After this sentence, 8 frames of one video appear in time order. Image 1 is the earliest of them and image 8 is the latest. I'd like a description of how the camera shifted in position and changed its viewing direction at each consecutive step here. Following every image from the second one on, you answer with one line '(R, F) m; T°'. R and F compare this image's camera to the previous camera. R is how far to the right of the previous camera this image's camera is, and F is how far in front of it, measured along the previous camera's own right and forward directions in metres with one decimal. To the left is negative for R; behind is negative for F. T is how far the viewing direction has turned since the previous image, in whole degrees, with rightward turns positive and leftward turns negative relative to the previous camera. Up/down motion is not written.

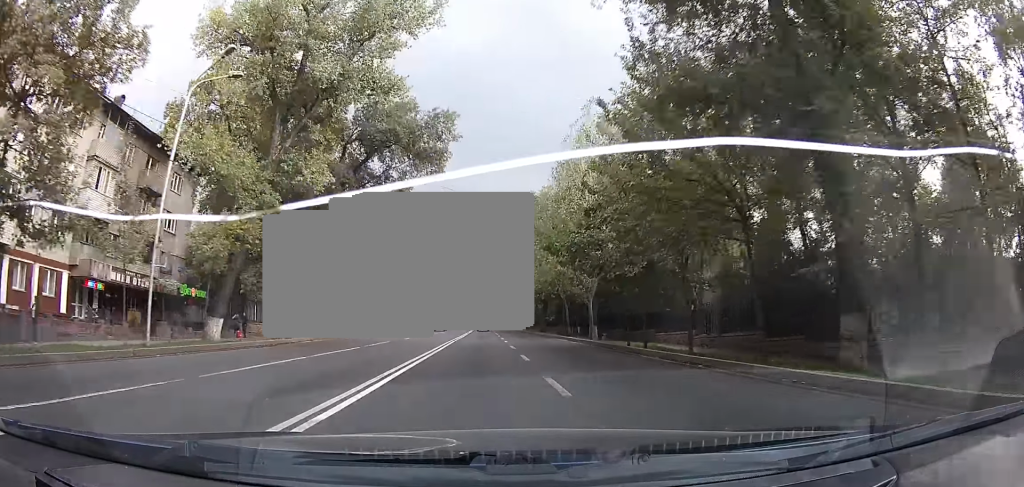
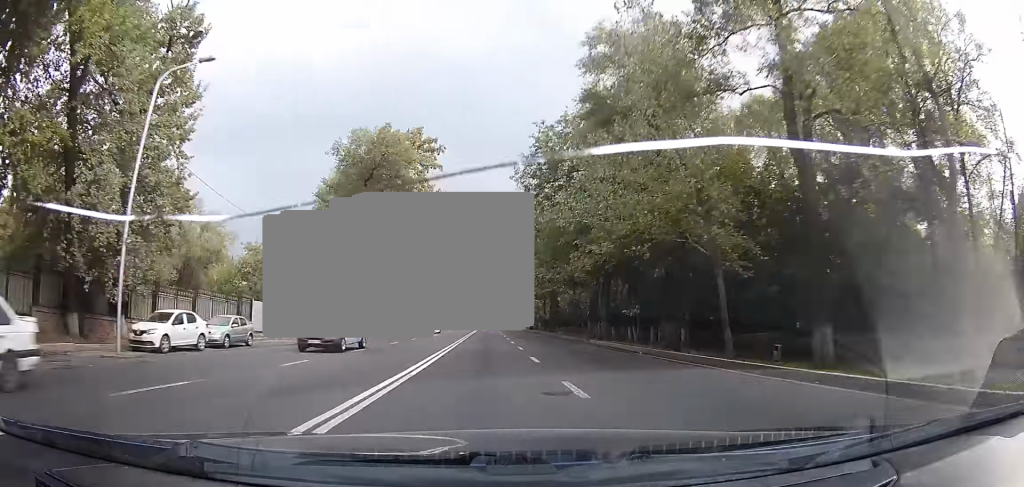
(-0.2, +32.1) m; 0°
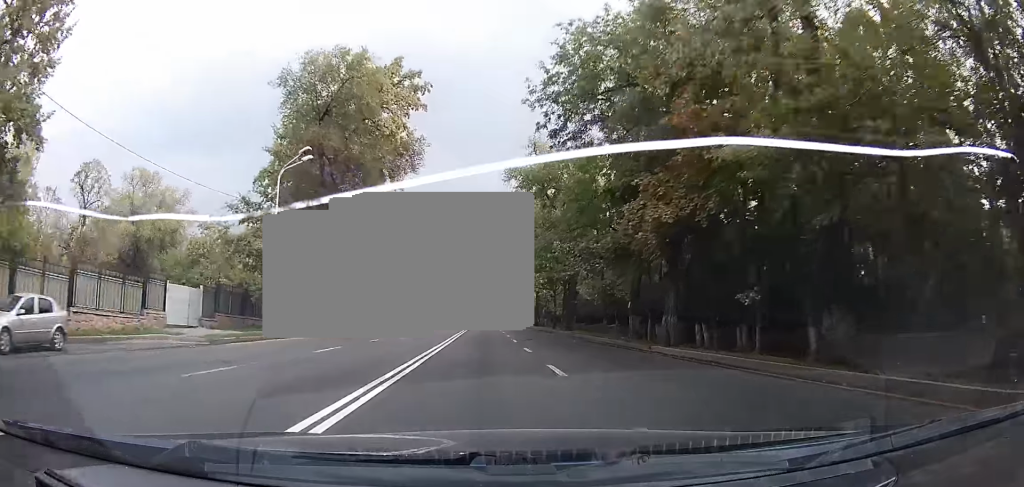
(+0.1, +13.5) m; 0°
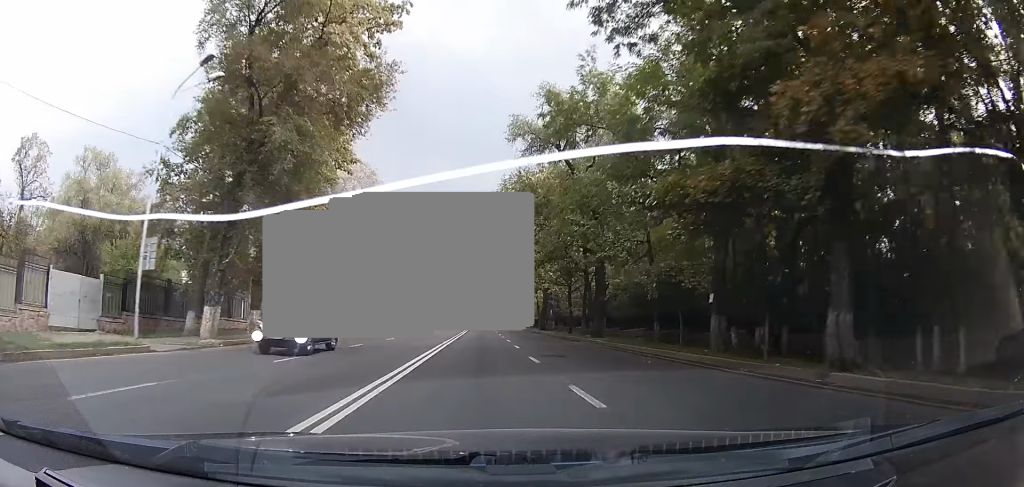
(0.0, +11.8) m; 0°
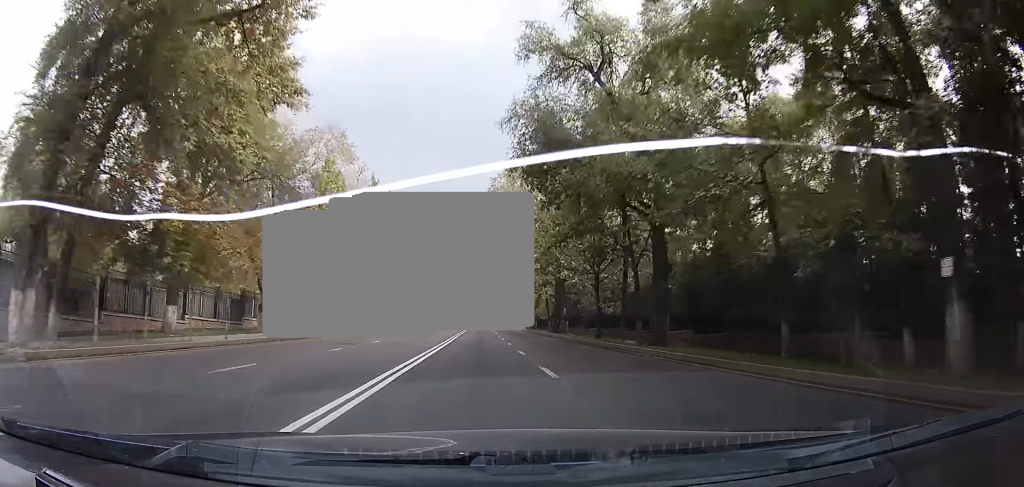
(0.0, +11.9) m; 0°
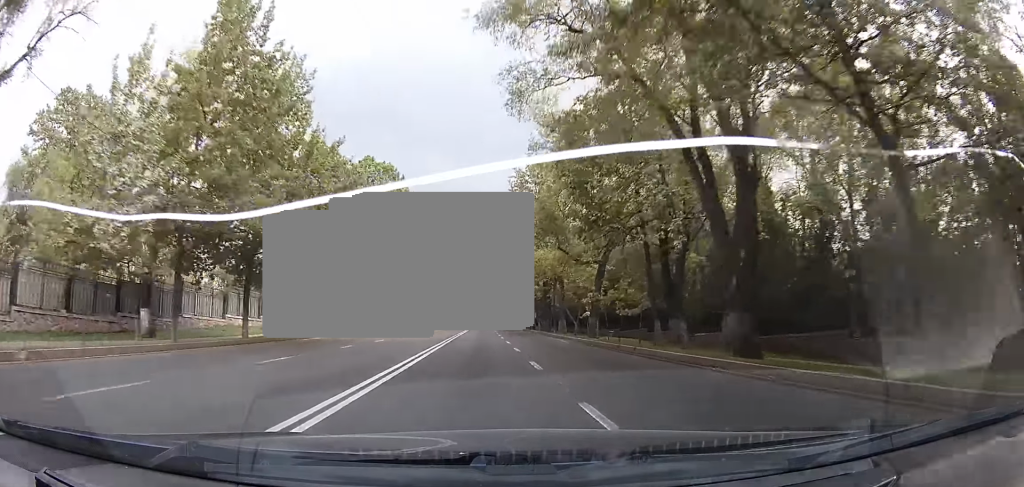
(-0.3, +37.5) m; 0°
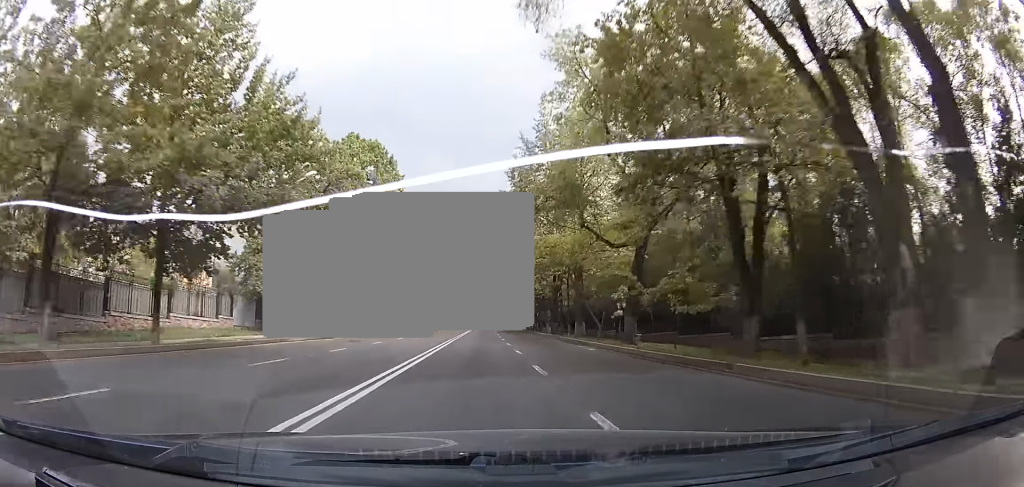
(+0.1, +8.6) m; 0°
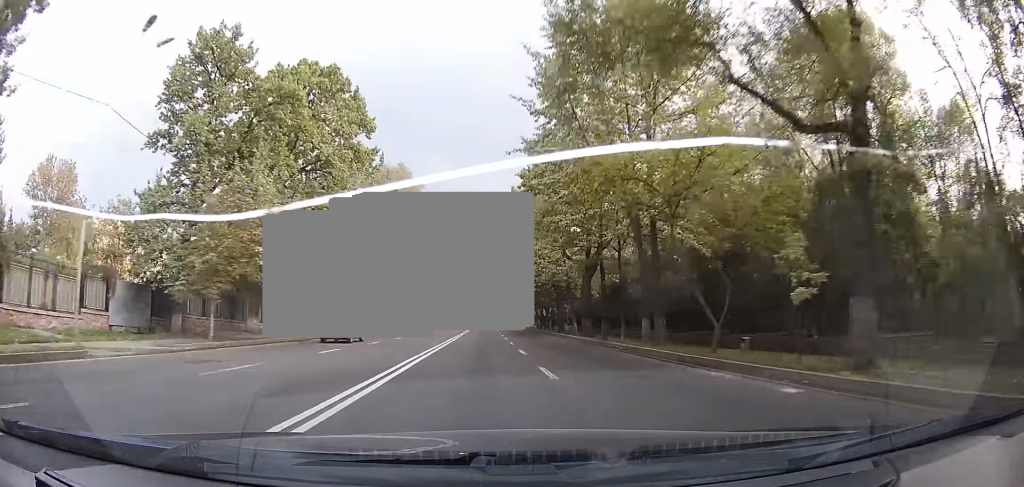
(+0.1, +17.3) m; 0°
